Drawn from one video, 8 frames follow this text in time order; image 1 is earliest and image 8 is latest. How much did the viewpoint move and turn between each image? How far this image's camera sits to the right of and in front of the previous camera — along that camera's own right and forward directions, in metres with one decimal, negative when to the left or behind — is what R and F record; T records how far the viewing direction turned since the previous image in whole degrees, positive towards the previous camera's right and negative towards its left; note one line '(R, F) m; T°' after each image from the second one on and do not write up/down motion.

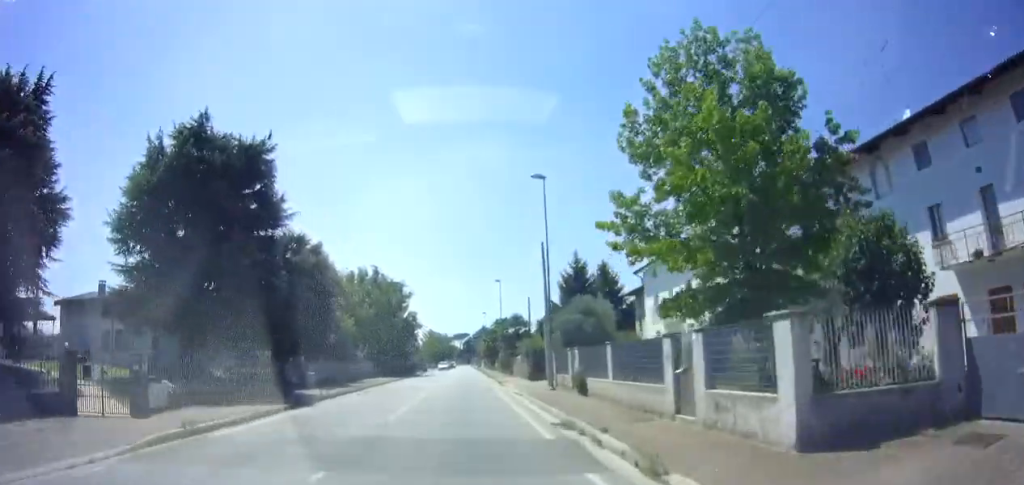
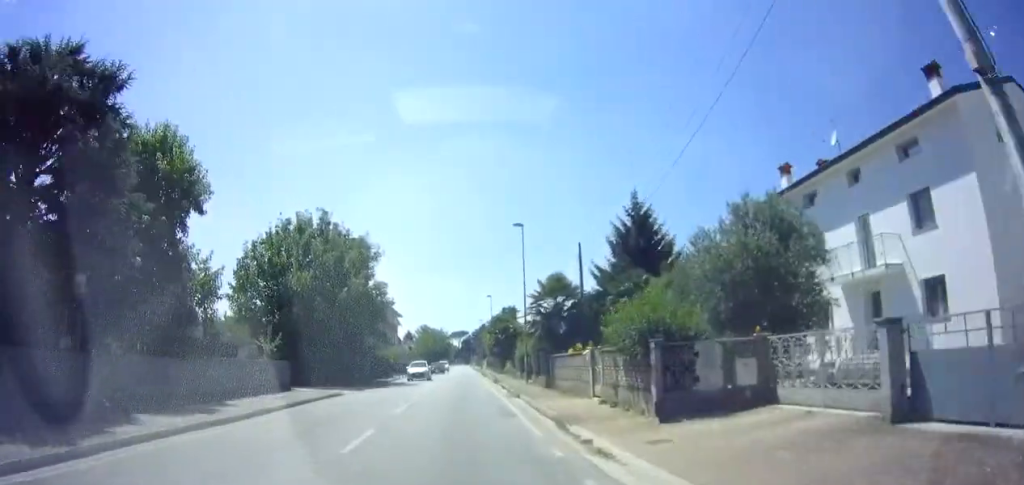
(+0.1, +21.8) m; 0°
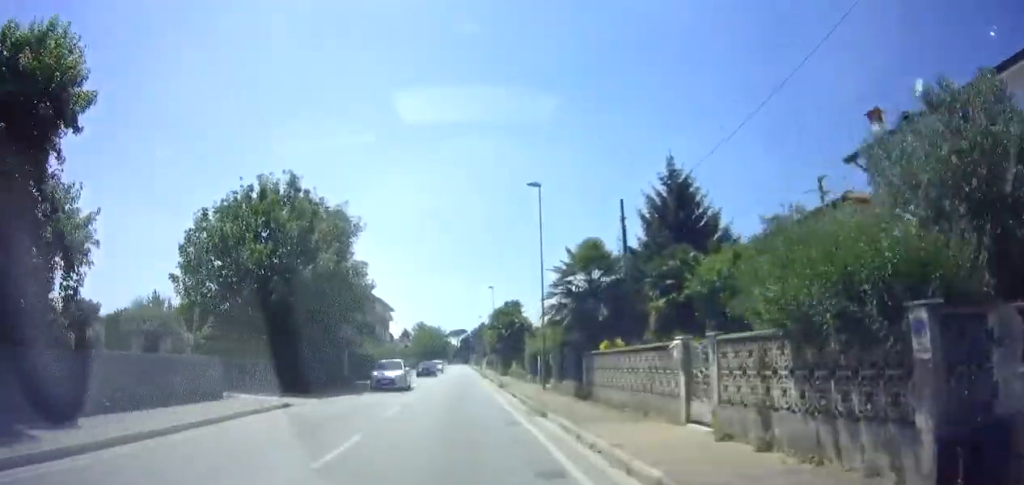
(0.0, +7.3) m; 0°
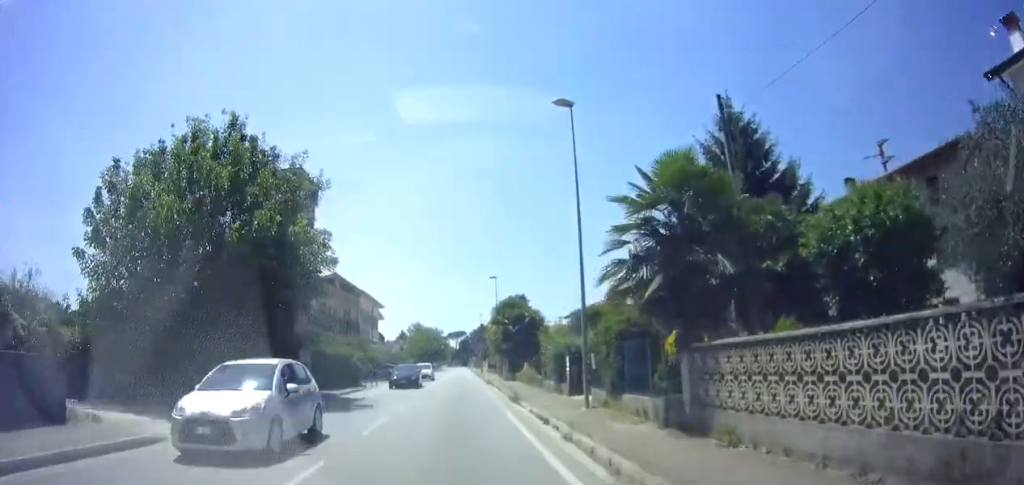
(0.0, +8.6) m; -1°
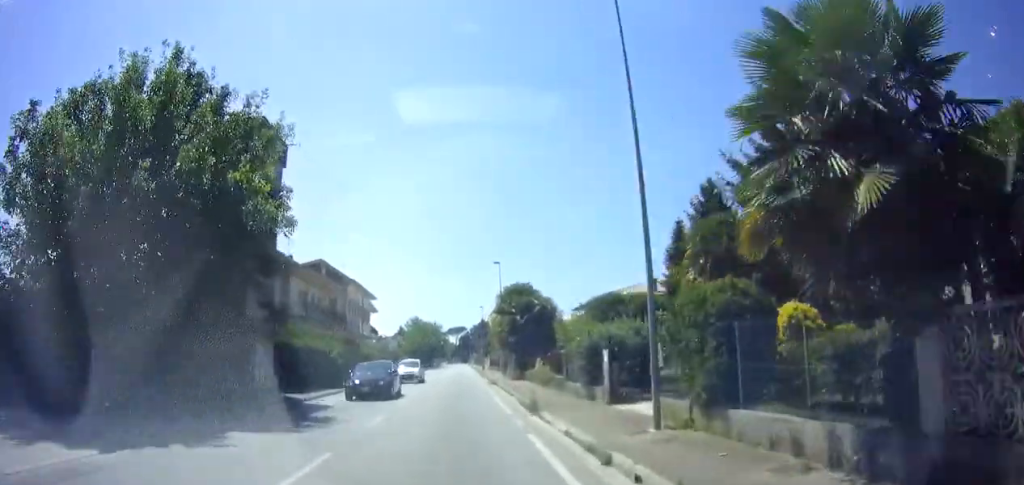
(+0.1, +5.4) m; -1°
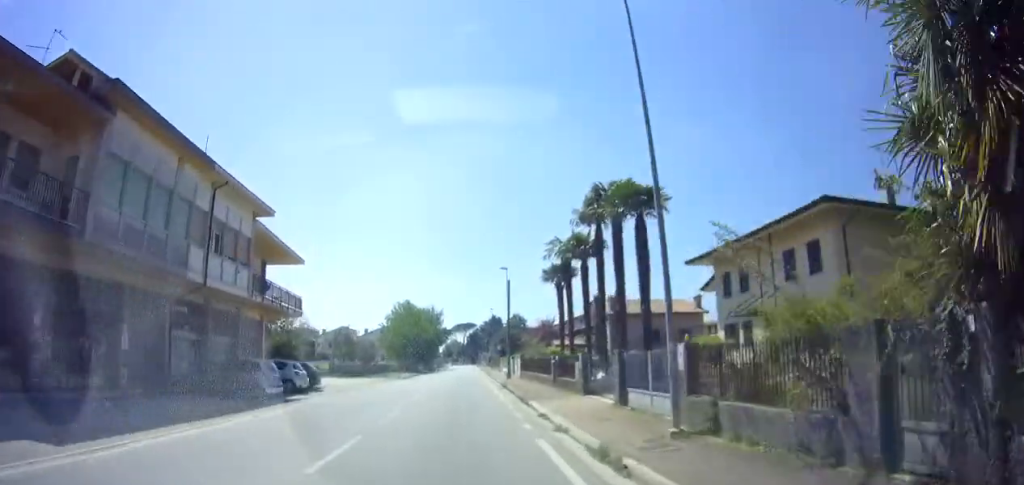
(-0.1, +34.1) m; +1°
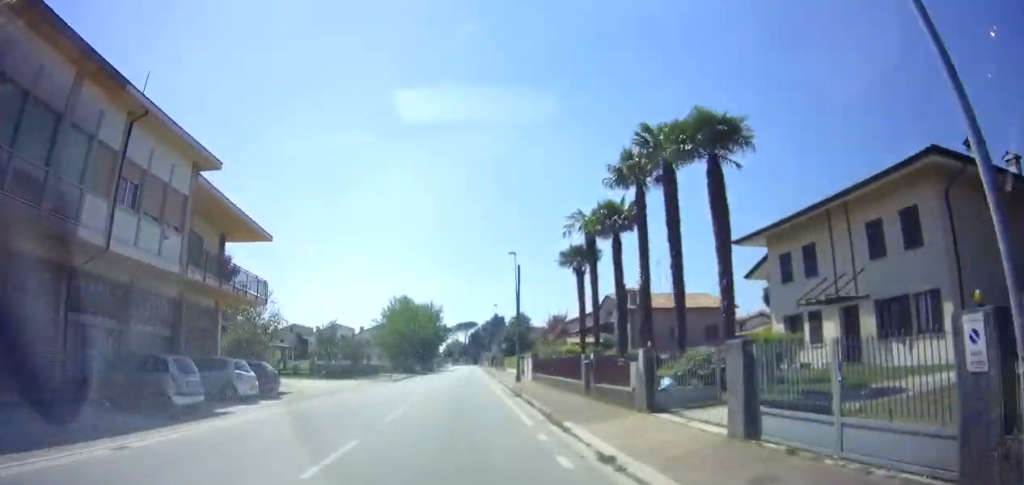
(0.0, +6.7) m; -1°
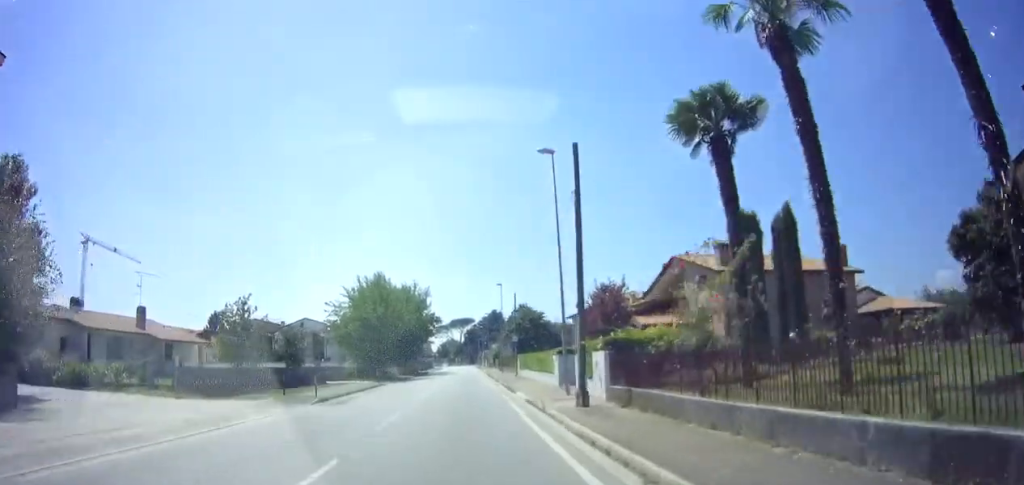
(-0.4, +19.4) m; 0°
